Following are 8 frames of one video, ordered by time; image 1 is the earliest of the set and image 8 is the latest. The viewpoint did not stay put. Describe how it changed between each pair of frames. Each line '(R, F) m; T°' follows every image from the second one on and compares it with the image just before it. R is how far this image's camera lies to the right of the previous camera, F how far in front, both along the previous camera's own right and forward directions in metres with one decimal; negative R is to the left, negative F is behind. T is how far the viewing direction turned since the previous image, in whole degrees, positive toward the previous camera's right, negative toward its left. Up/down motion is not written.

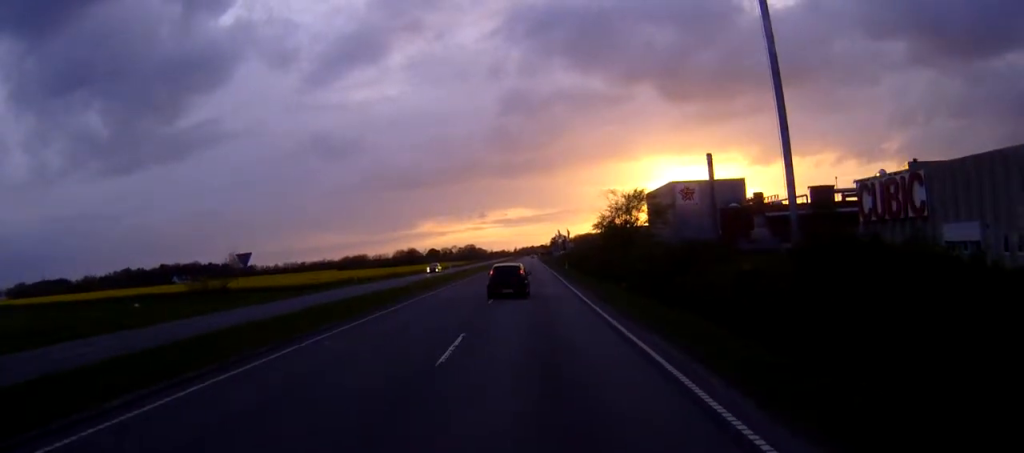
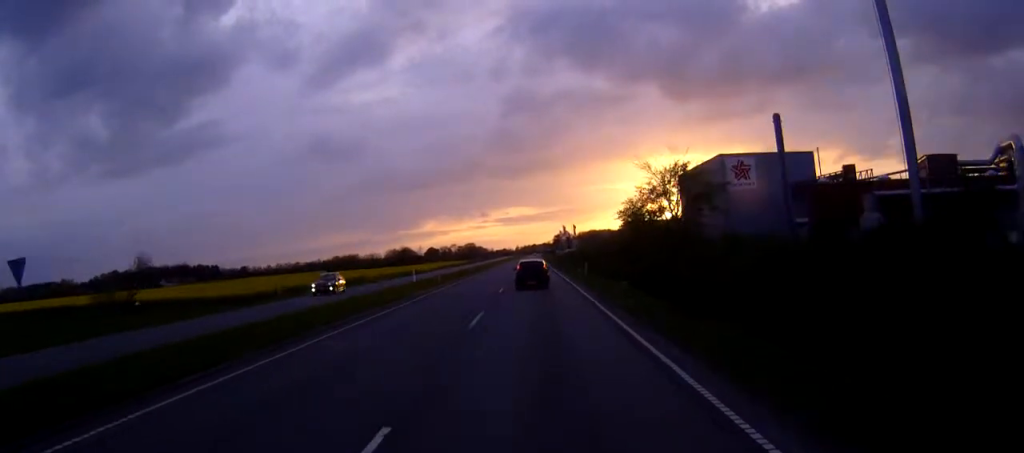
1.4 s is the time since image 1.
(+0.1, +24.5) m; 0°
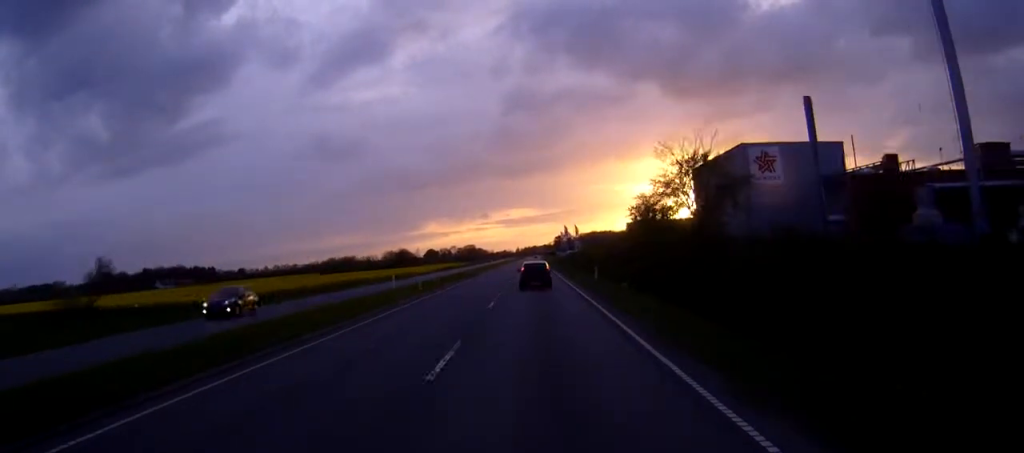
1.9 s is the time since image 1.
(0.0, +7.5) m; 0°
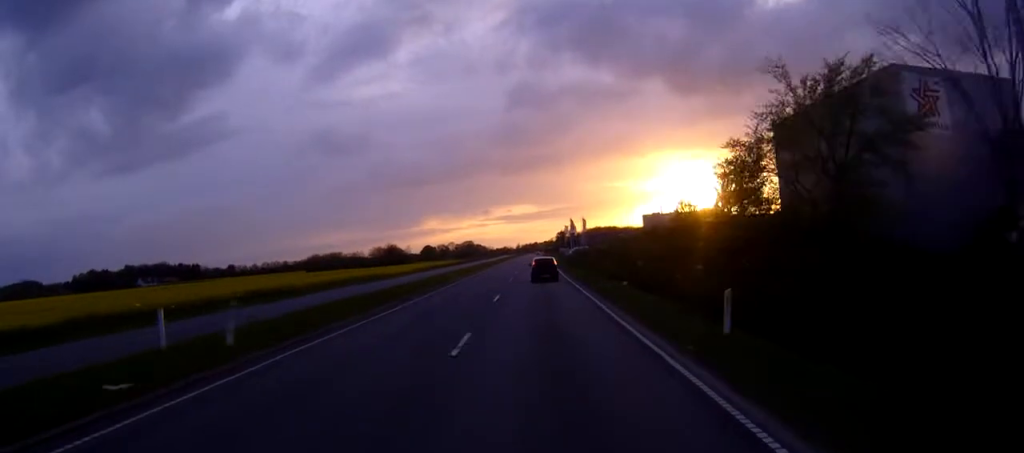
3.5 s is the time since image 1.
(+0.1, +28.3) m; 0°
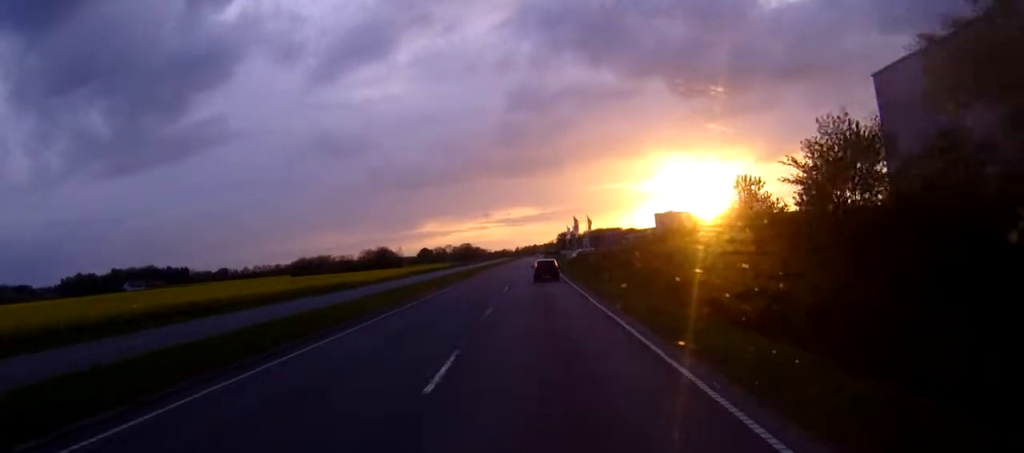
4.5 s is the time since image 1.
(0.0, +18.0) m; 0°
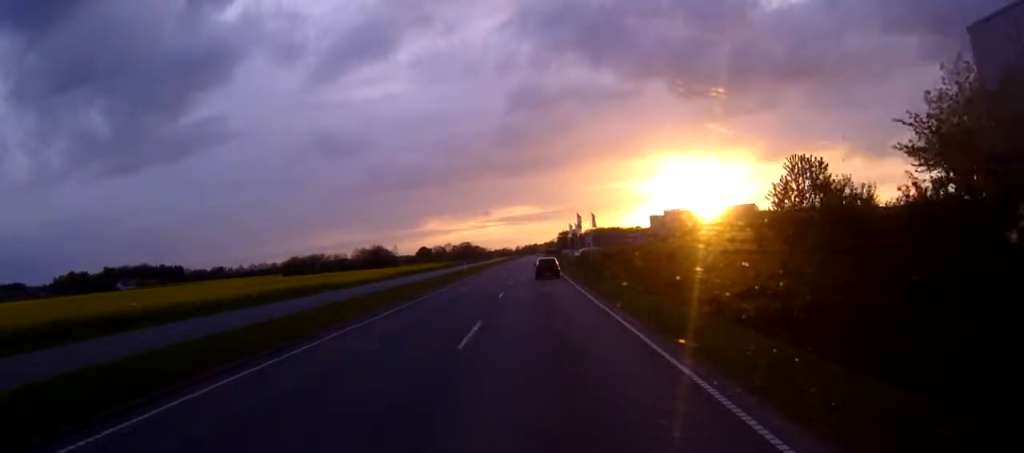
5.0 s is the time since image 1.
(0.0, +10.3) m; 0°
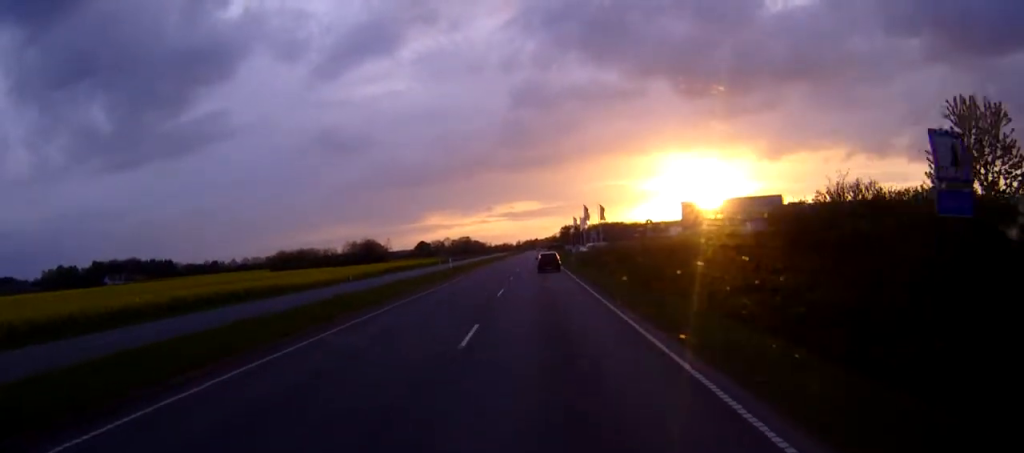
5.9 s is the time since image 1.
(0.0, +15.9) m; 0°
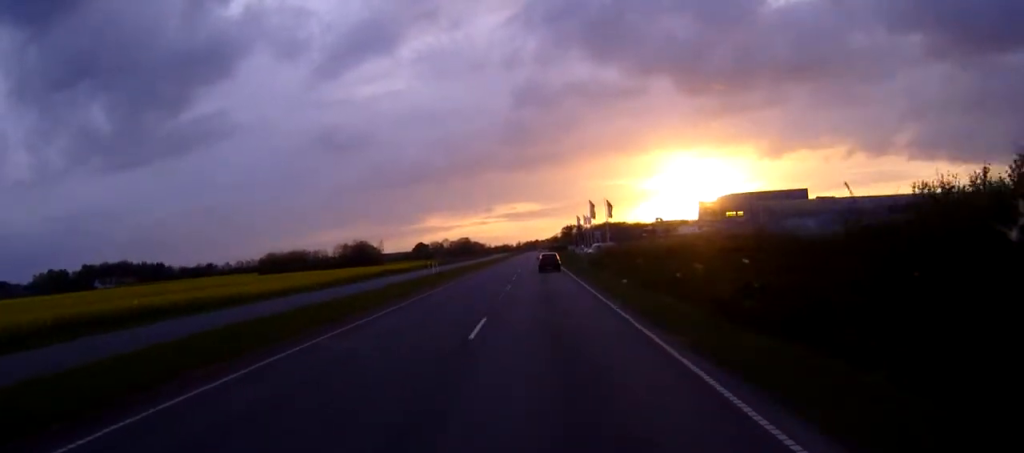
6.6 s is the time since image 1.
(0.0, +13.0) m; 0°
